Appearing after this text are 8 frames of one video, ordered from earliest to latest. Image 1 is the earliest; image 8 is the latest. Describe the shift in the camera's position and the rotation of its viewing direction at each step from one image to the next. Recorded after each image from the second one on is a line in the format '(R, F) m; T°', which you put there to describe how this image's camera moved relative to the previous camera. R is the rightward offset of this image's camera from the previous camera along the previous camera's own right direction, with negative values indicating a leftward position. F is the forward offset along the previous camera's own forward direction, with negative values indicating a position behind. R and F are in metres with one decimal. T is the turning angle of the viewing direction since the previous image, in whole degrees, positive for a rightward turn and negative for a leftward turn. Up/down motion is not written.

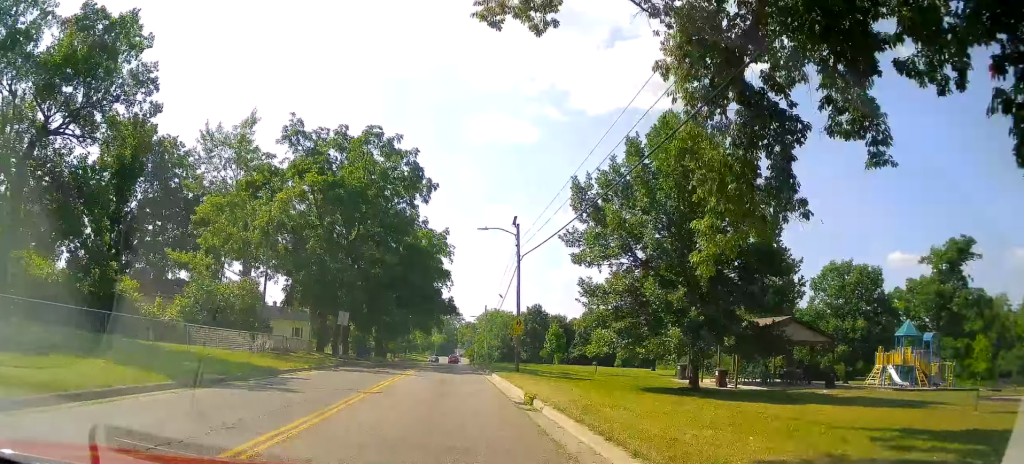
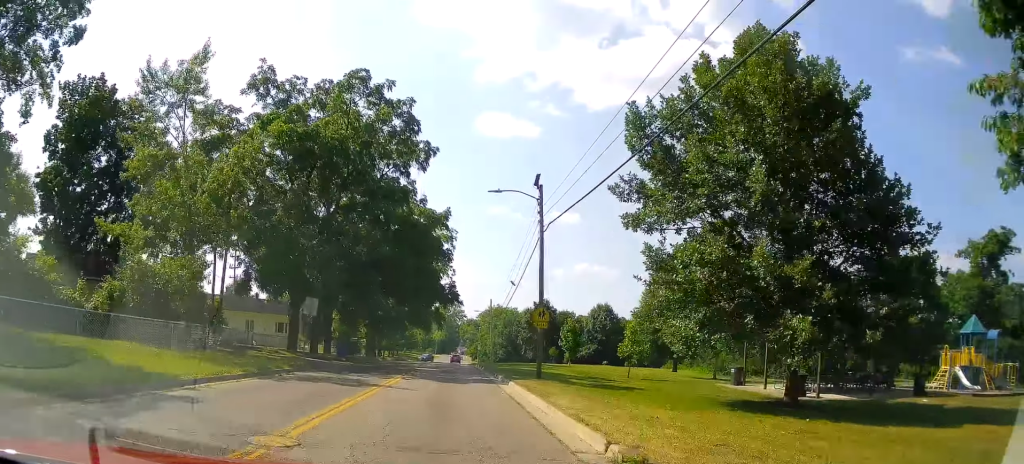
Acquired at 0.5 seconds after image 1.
(+0.2, +7.7) m; 0°
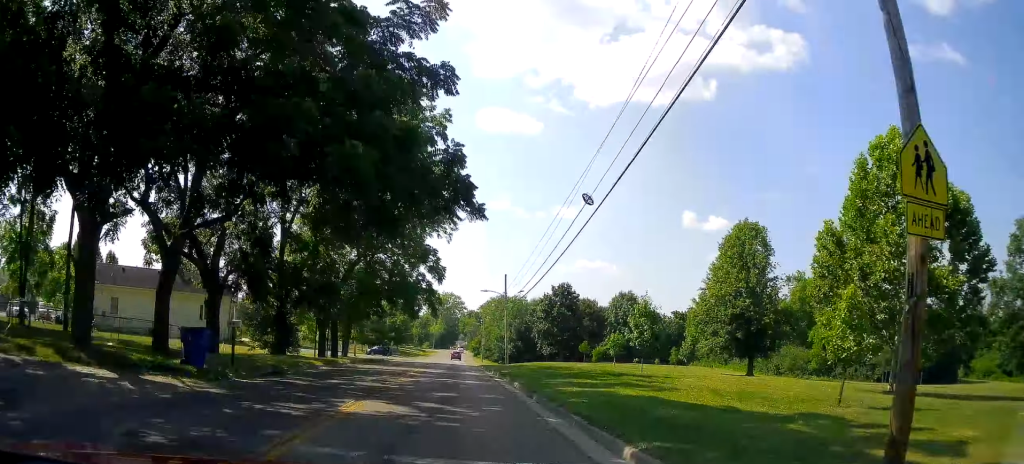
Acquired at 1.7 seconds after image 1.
(-0.6, +21.8) m; +1°
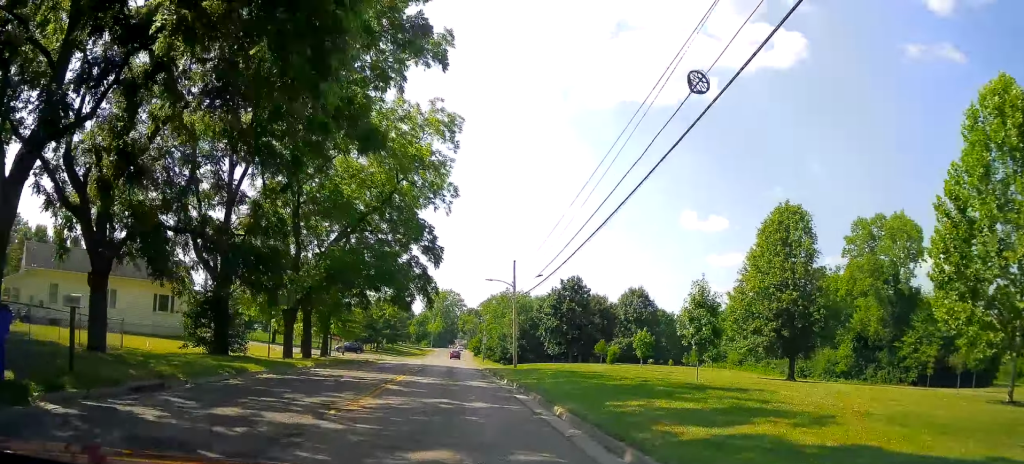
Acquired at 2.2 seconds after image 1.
(+0.1, +8.6) m; +2°
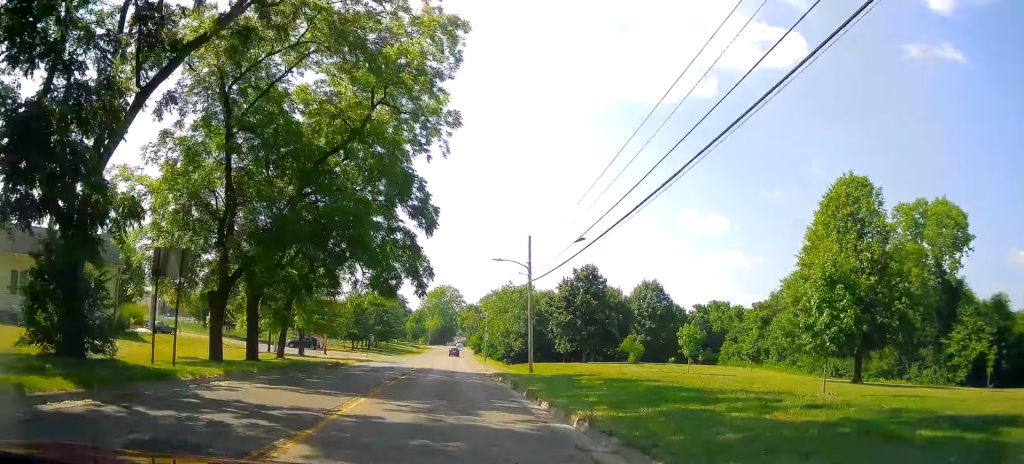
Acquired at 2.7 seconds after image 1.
(+0.4, +10.9) m; +3°
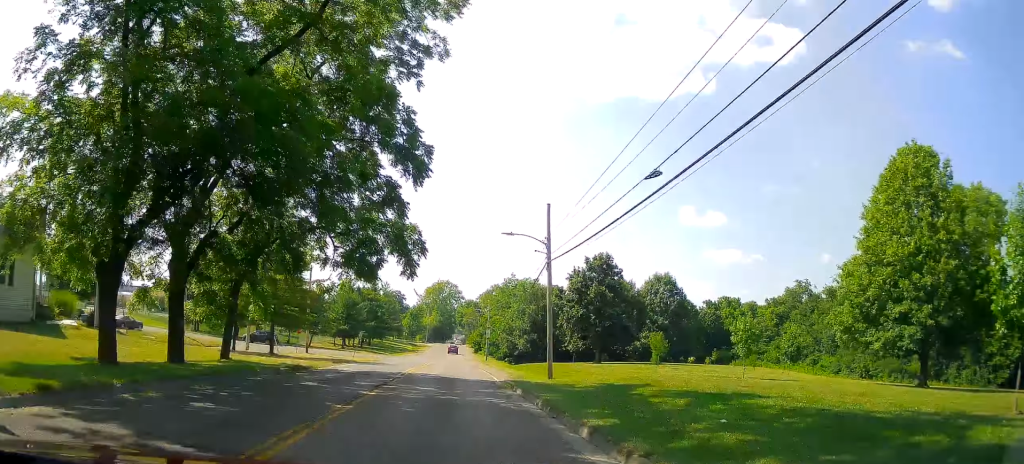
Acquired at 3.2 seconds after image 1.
(+0.2, +8.5) m; +2°
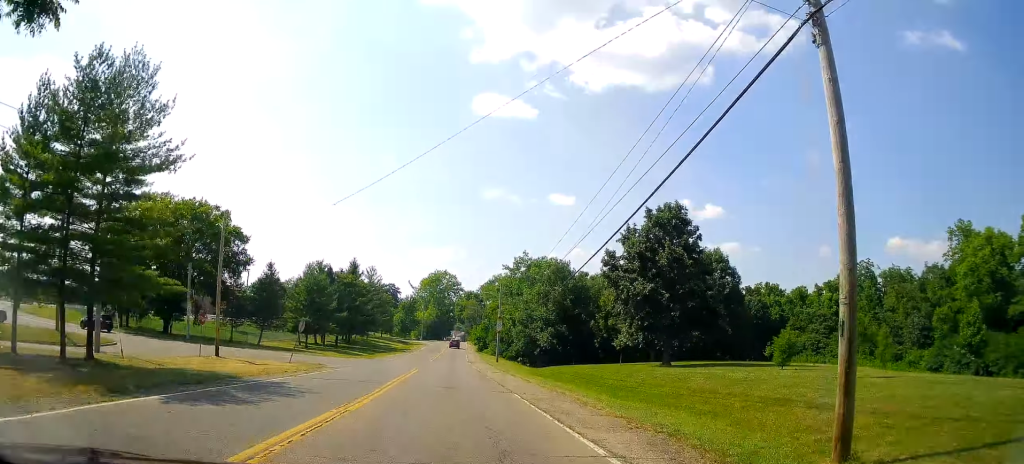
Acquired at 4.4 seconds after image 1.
(+0.7, +25.7) m; -2°
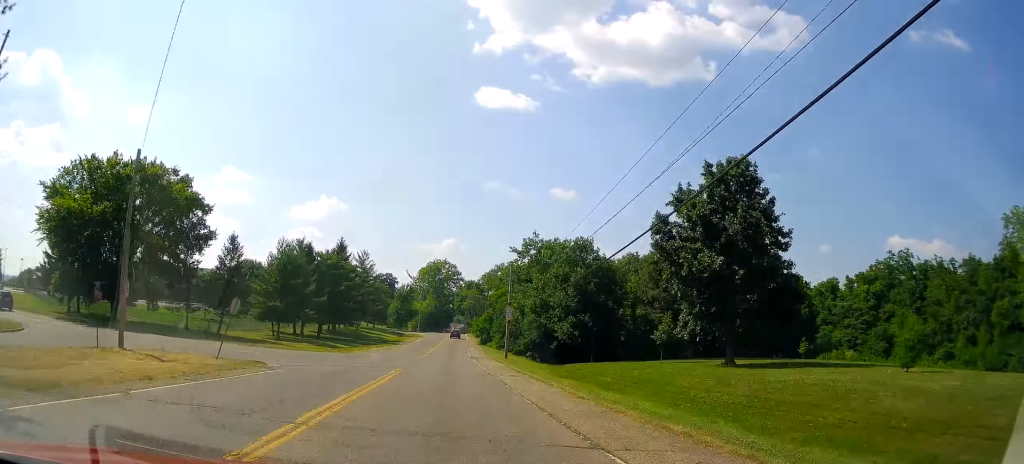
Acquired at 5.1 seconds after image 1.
(-1.0, +13.0) m; -1°
